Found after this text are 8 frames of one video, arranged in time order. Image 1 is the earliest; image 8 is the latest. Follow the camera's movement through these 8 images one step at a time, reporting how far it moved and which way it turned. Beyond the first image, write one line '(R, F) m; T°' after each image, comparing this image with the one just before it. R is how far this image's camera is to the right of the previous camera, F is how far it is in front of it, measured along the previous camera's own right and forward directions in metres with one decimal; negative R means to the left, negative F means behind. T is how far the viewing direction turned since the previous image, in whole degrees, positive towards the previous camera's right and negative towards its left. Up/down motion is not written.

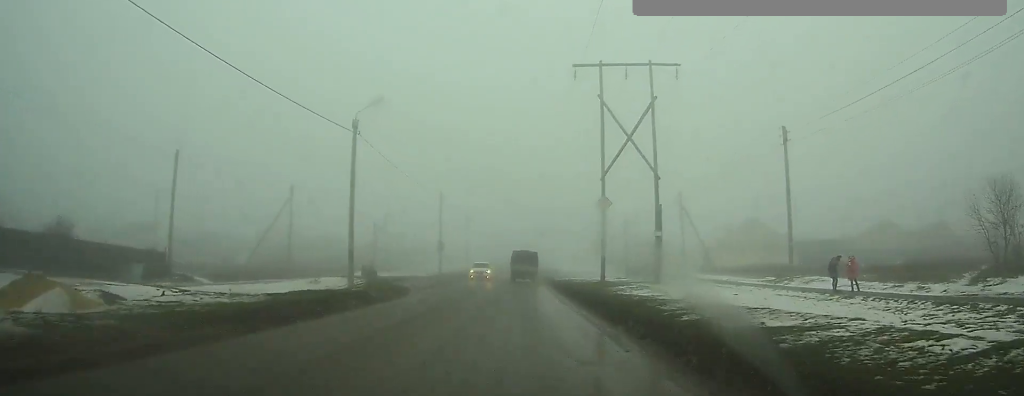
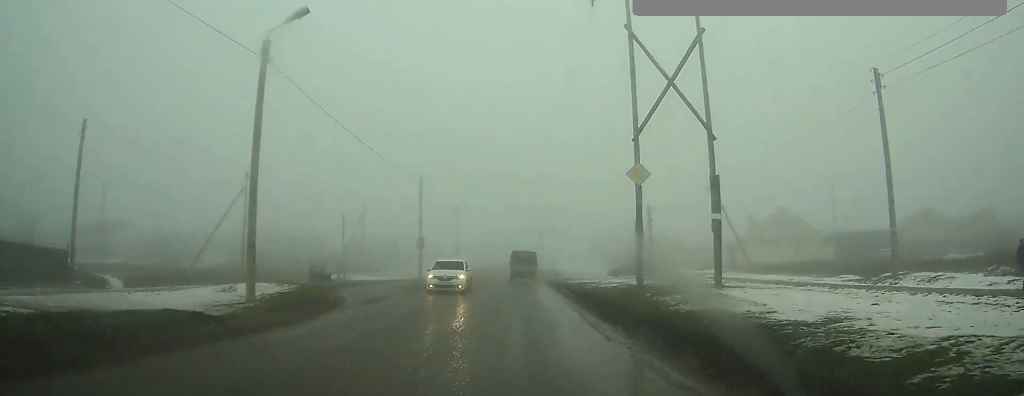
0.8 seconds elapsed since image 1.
(0.0, +10.2) m; 0°
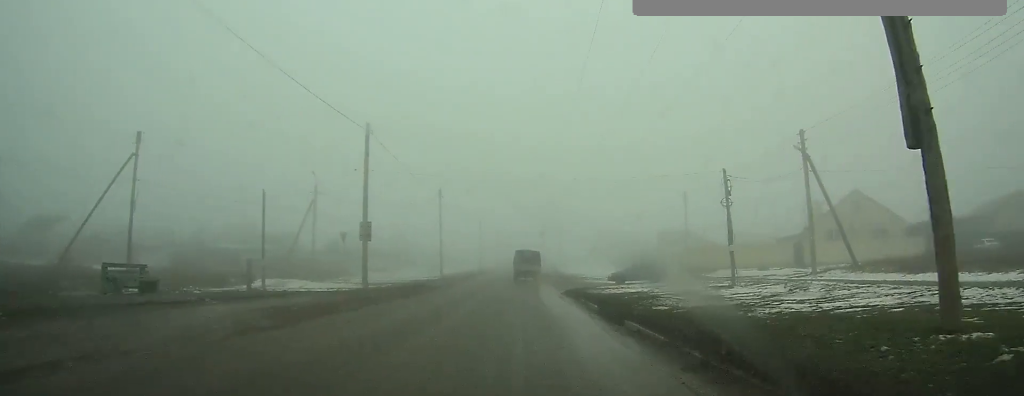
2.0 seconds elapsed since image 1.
(0.0, +16.5) m; 0°
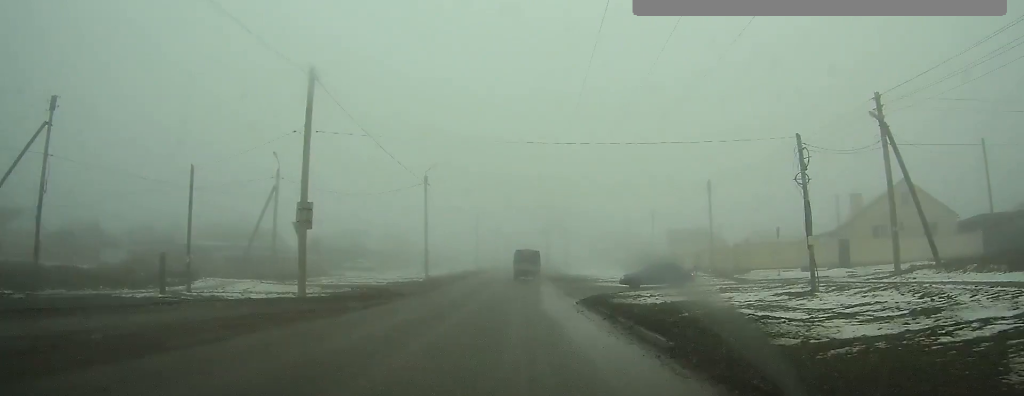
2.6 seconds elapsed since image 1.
(0.0, +8.2) m; 0°
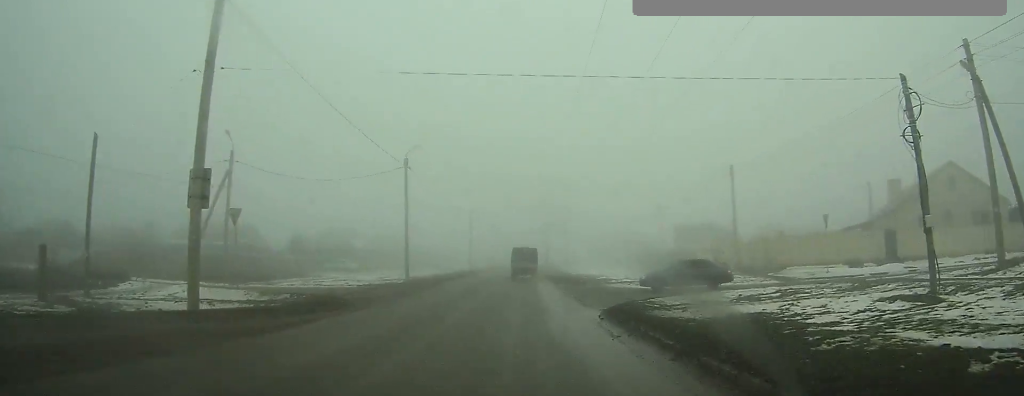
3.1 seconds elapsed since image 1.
(0.0, +6.9) m; 0°
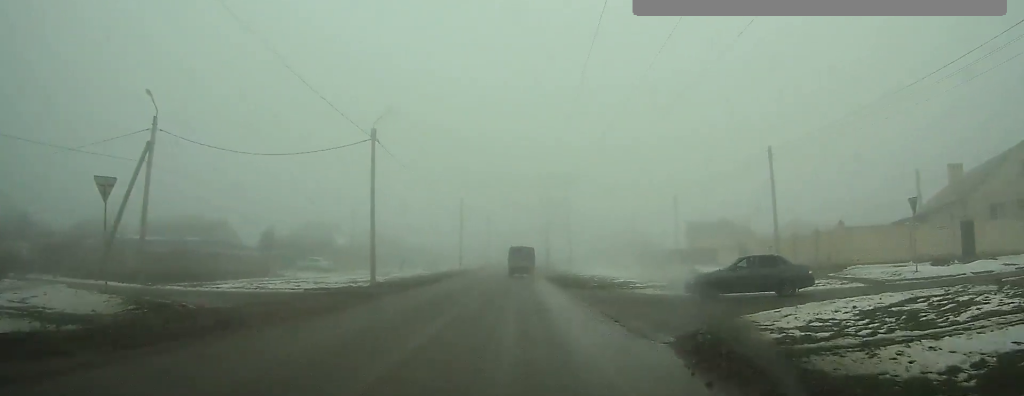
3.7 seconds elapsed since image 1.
(0.0, +8.3) m; -1°
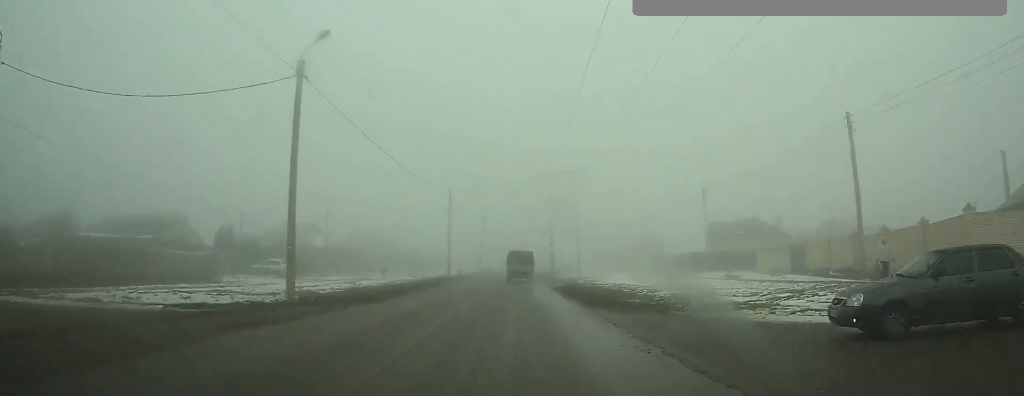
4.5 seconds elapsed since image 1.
(-0.1, +10.7) m; -1°
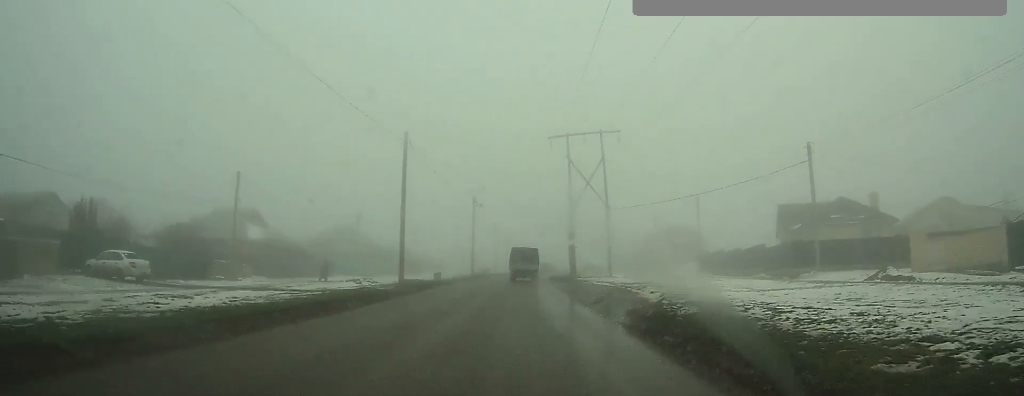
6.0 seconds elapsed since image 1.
(-0.2, +21.3) m; 0°
